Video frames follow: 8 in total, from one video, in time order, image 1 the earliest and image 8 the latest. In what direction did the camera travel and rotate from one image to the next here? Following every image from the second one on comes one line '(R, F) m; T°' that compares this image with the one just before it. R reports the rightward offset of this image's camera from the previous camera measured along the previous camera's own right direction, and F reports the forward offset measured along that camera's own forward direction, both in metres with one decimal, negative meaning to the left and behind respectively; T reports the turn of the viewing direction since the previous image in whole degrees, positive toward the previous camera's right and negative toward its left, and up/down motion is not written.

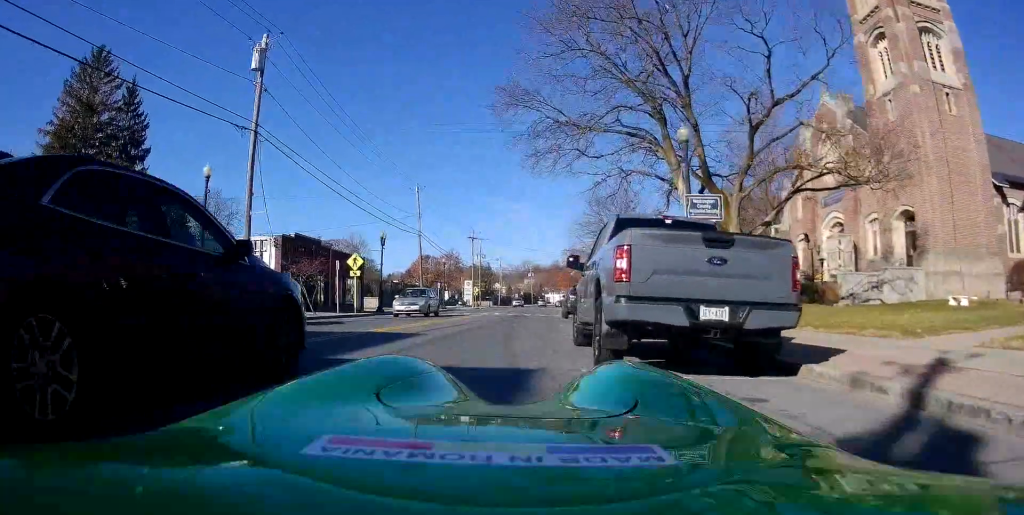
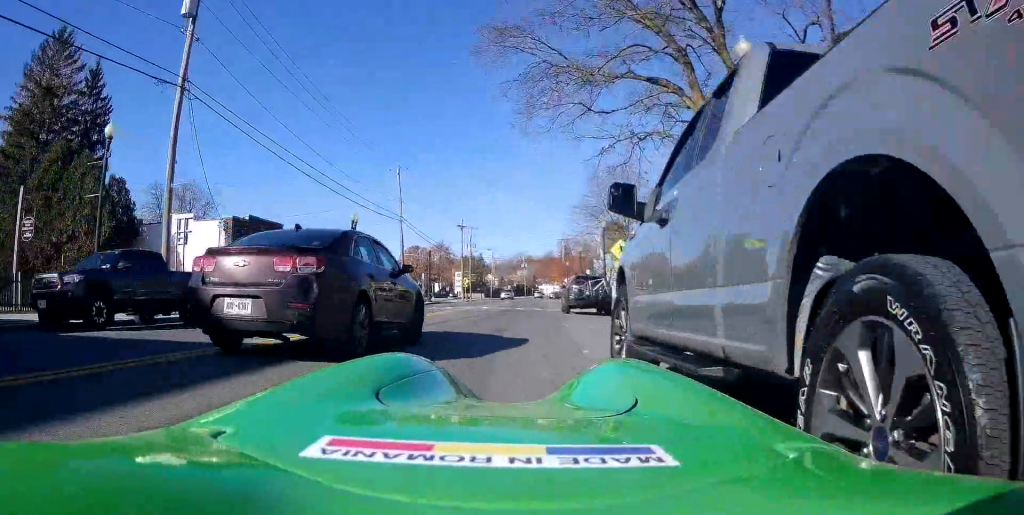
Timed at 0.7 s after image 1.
(-0.1, +5.2) m; +2°
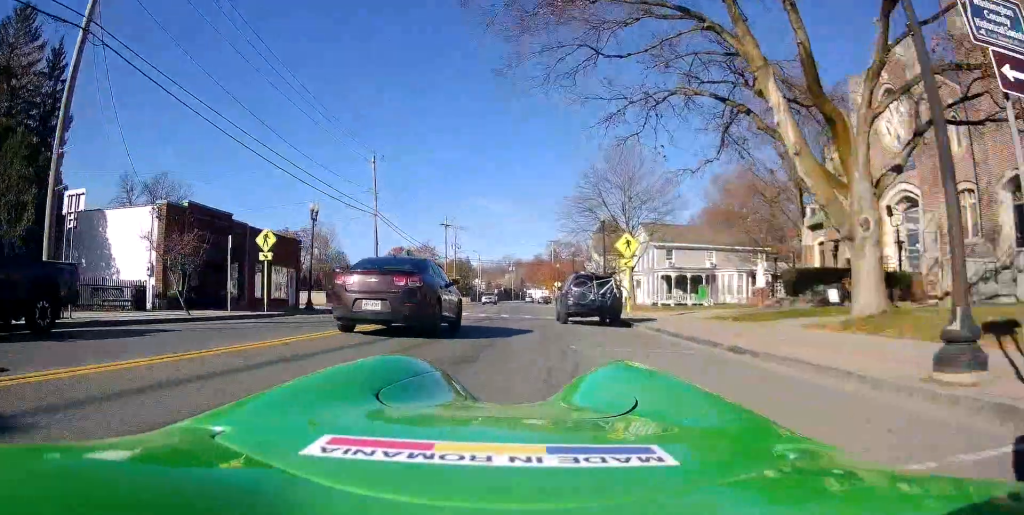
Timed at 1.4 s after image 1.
(+0.1, +5.0) m; +2°
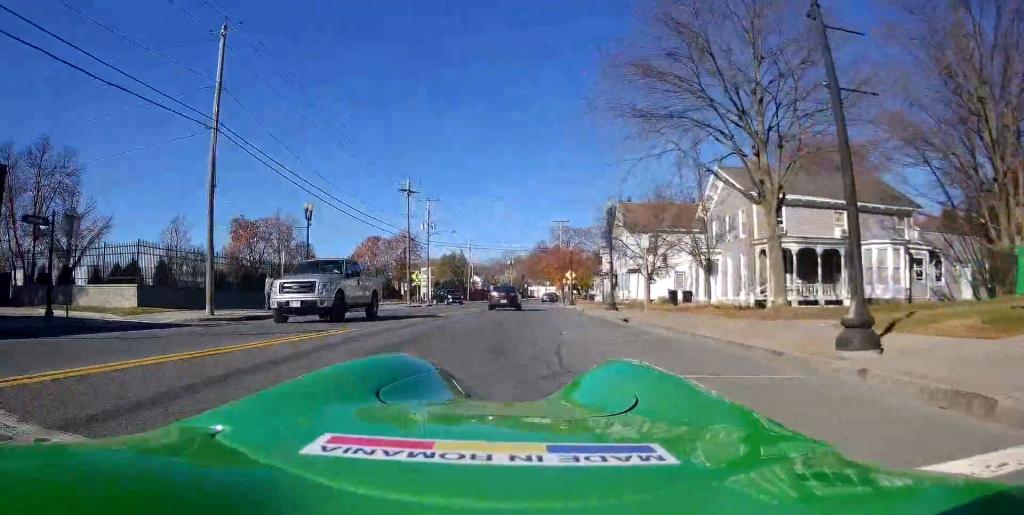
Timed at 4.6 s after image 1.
(+0.3, +24.5) m; -5°
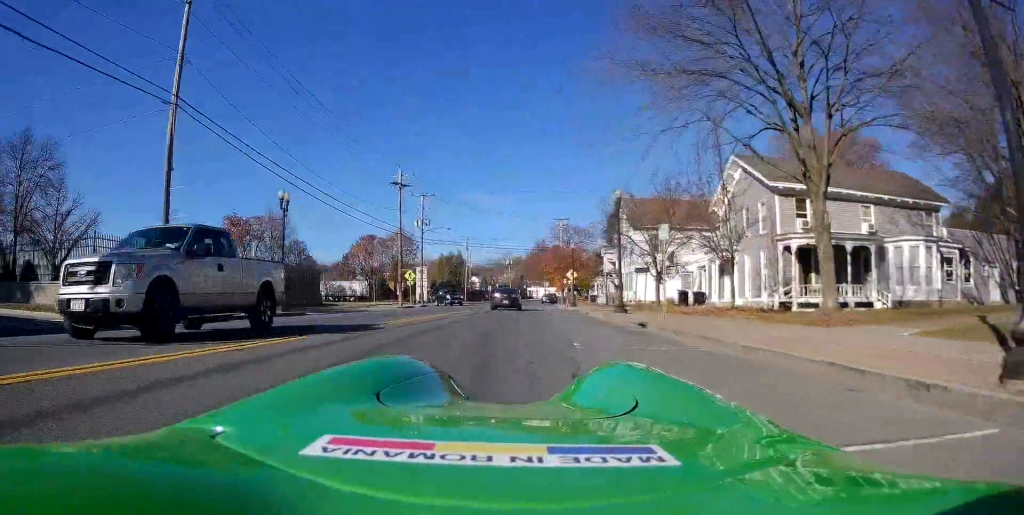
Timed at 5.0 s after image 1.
(-0.1, +3.1) m; 0°
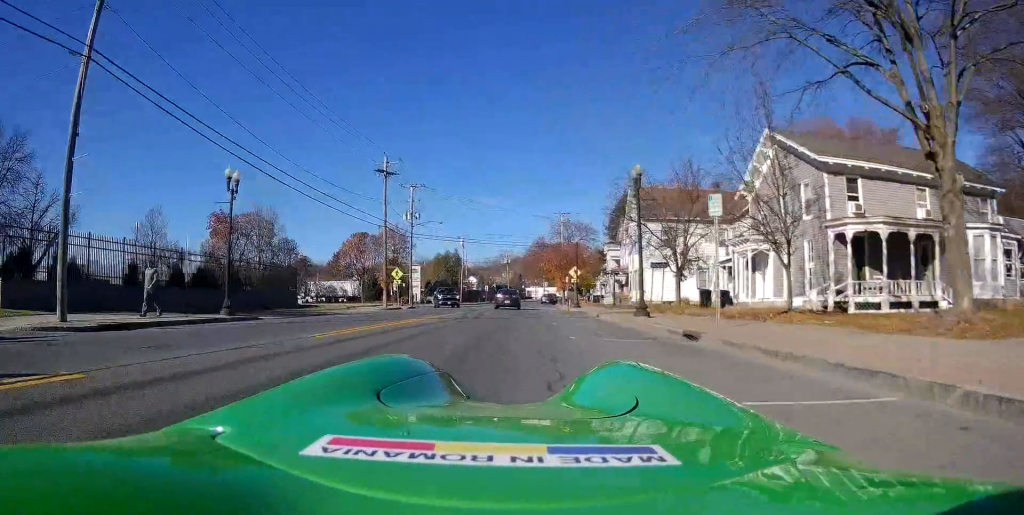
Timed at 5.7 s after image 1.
(+0.1, +5.0) m; +5°
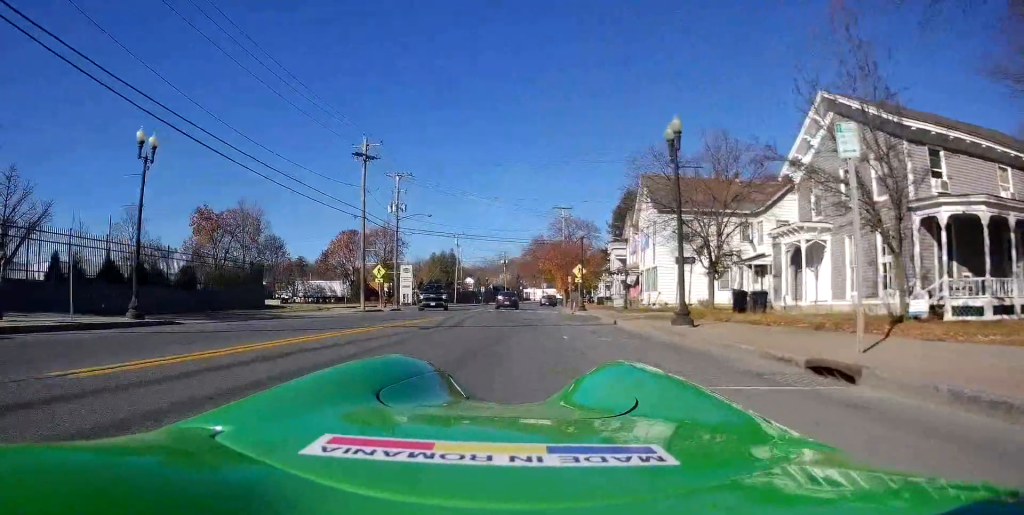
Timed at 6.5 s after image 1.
(+0.4, +5.6) m; +4°
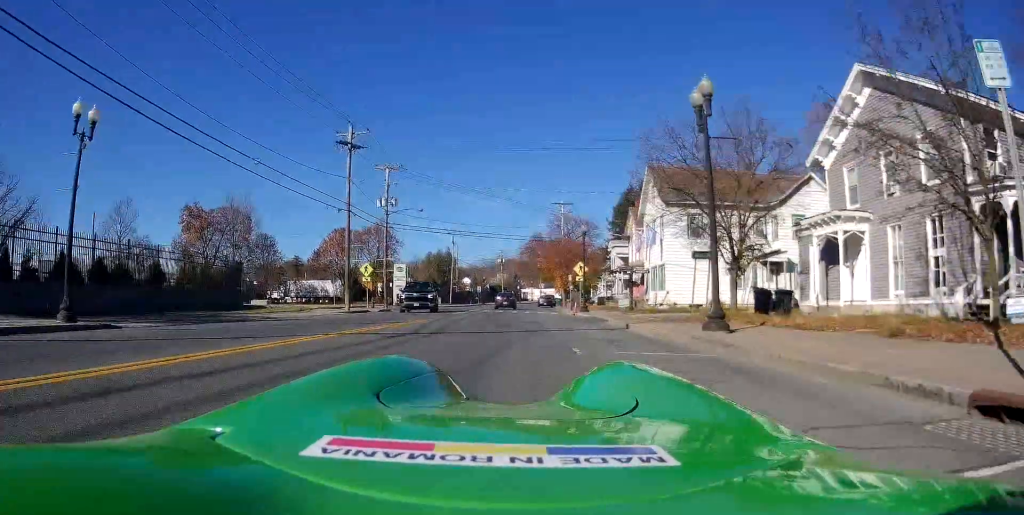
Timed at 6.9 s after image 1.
(+0.1, +3.1) m; +2°
